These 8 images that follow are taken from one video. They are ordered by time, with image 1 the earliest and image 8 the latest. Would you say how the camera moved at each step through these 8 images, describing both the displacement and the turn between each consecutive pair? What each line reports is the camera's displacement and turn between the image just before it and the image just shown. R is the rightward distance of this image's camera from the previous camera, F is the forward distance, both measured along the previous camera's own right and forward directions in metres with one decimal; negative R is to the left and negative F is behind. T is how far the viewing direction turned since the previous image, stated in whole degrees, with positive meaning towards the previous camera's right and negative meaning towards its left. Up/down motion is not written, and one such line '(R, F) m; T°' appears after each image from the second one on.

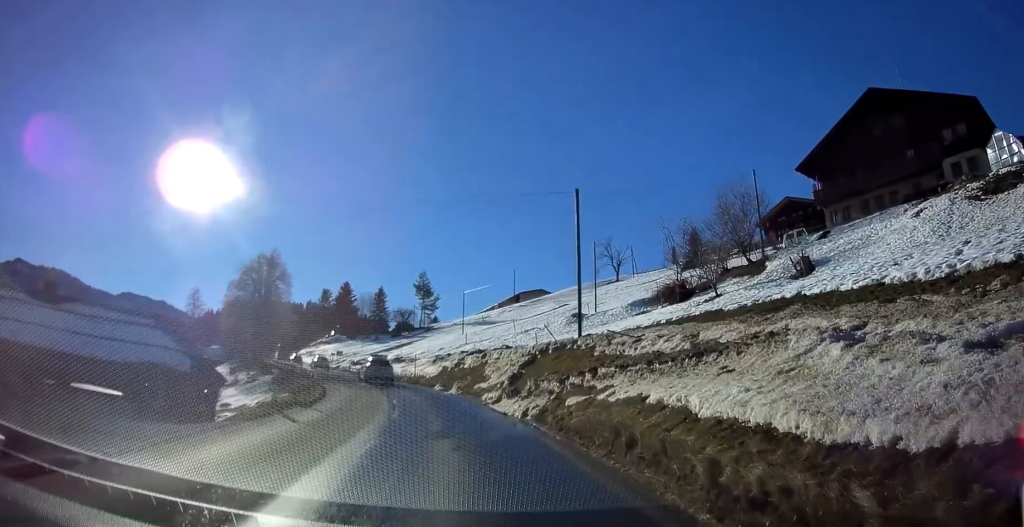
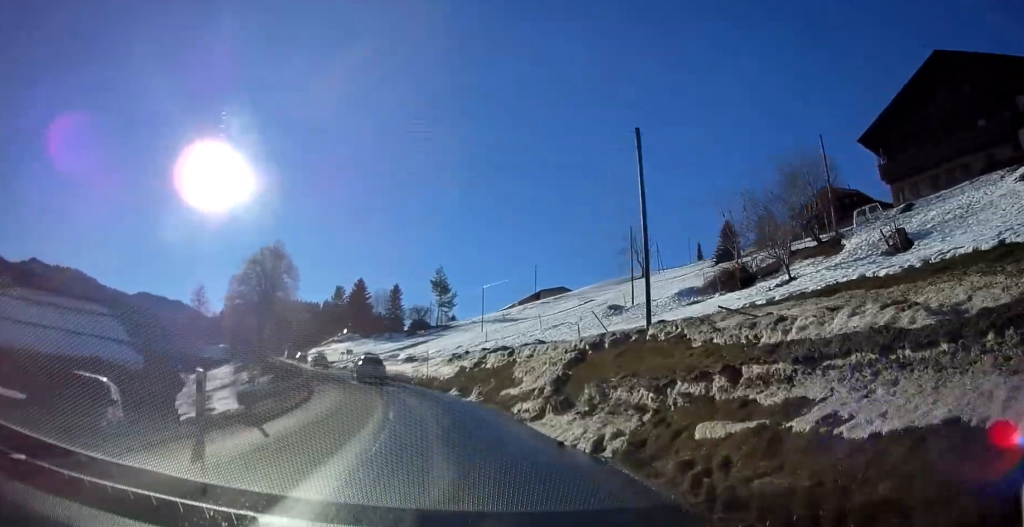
(-0.1, +6.4) m; -1°
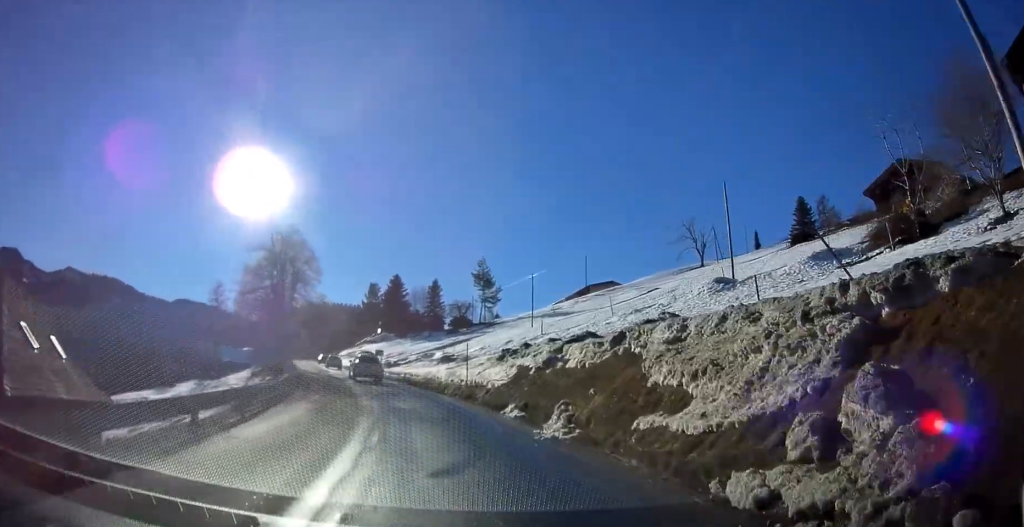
(-0.1, +10.5) m; -3°
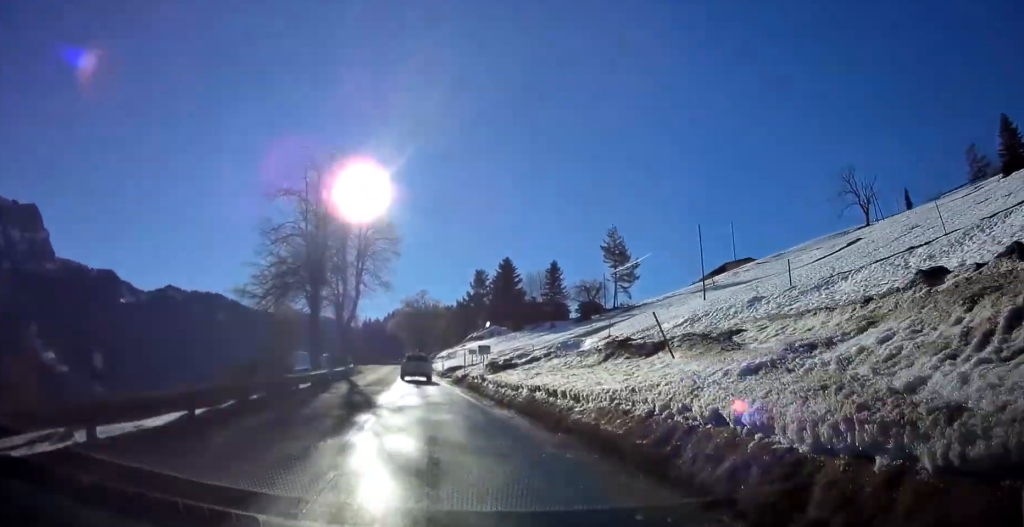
(-2.2, +23.9) m; -10°
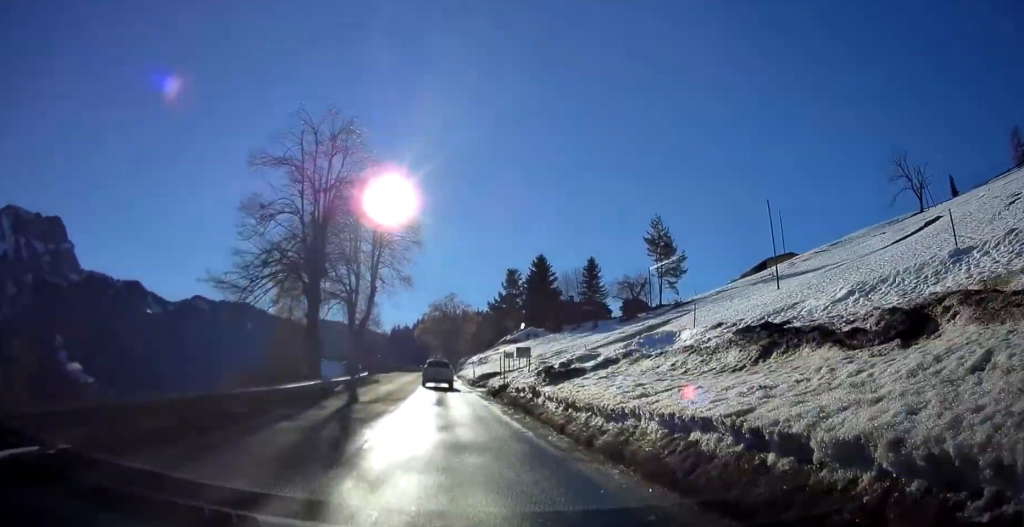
(-0.3, +8.5) m; -3°
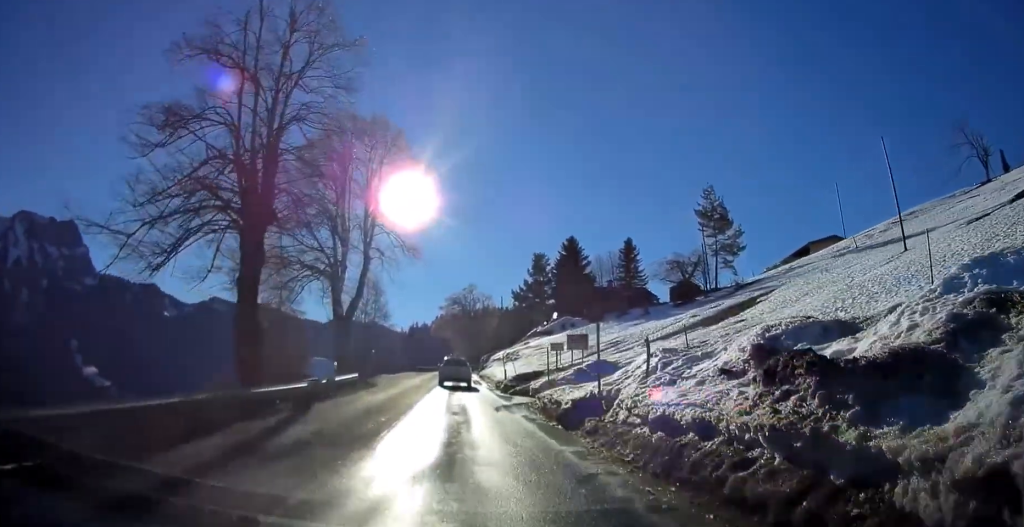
(-0.5, +12.7) m; -3°
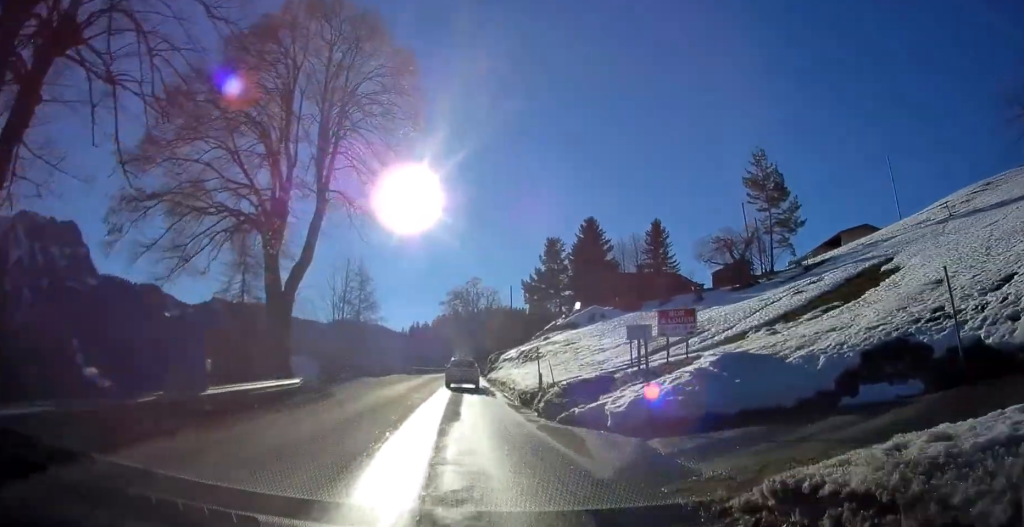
(-0.2, +13.5) m; -1°
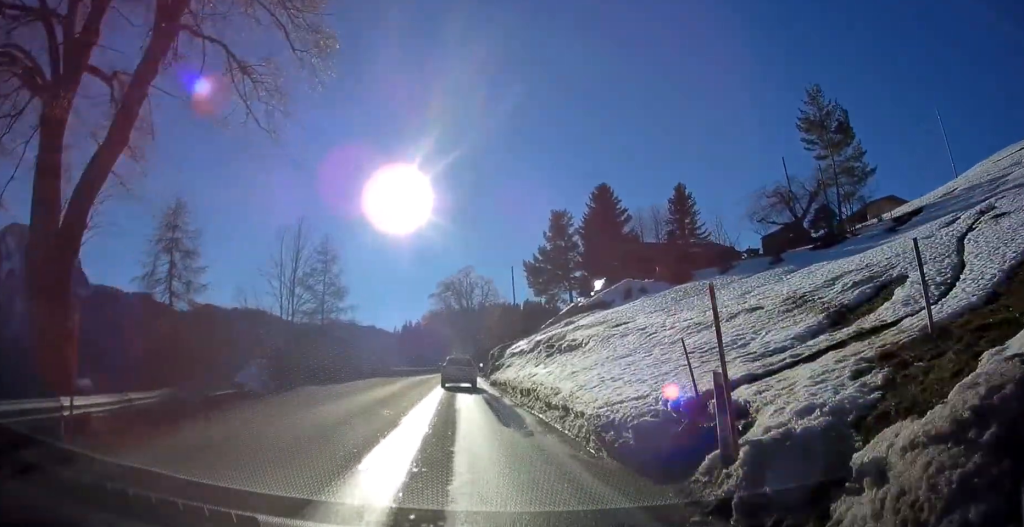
(0.0, +14.1) m; 0°
